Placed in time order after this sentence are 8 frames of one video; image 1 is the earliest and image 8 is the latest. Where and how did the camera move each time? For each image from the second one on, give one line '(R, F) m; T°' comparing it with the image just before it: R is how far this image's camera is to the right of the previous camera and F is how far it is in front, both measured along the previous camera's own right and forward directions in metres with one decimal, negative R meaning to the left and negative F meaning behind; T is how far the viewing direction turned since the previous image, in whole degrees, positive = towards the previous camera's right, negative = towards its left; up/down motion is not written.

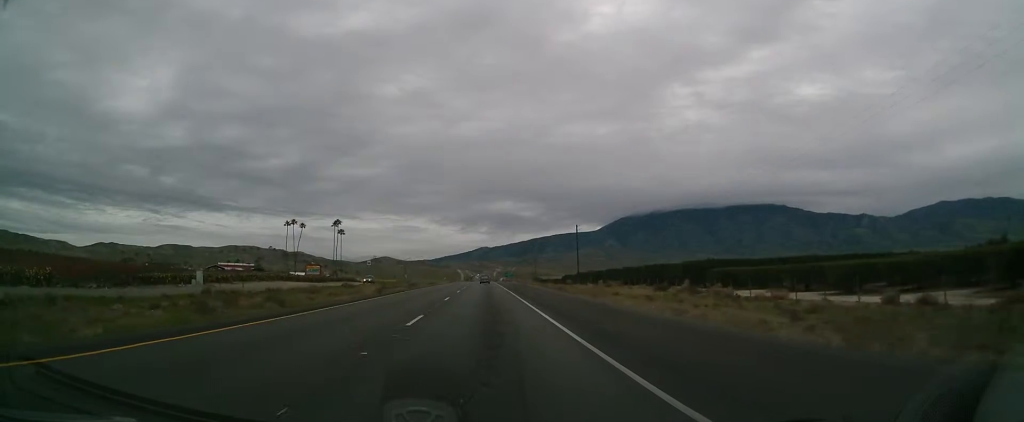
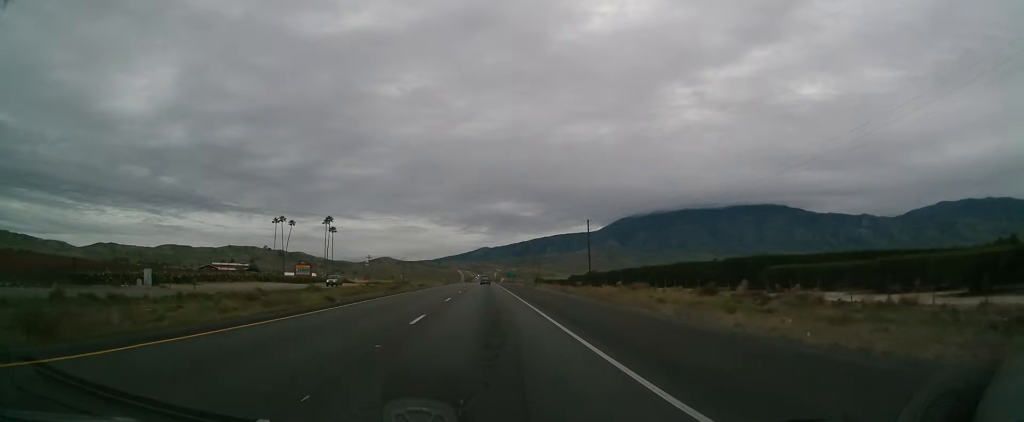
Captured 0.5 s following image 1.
(+0.1, +14.2) m; 0°
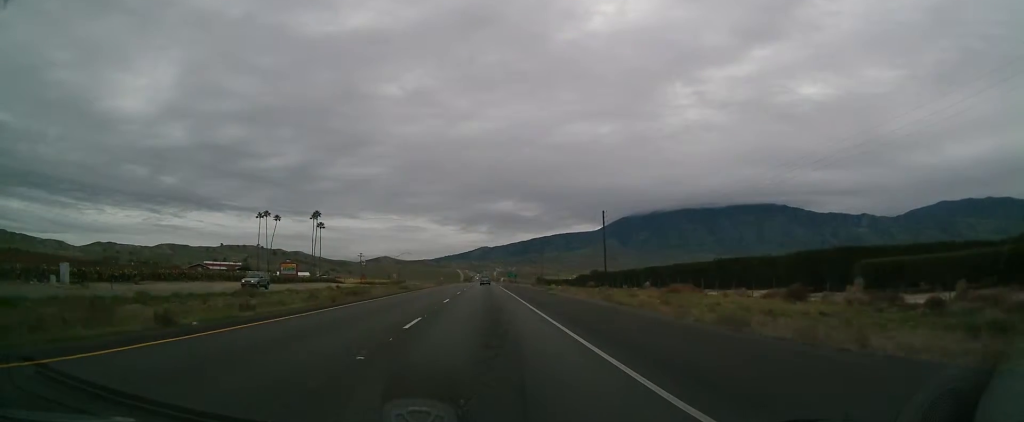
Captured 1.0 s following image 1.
(-0.3, +16.6) m; 0°
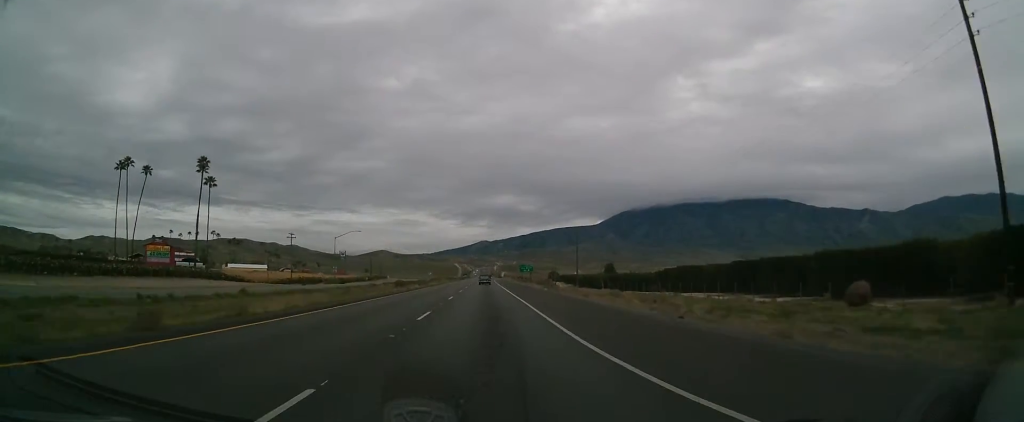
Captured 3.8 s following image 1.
(+1.3, +92.1) m; +1°
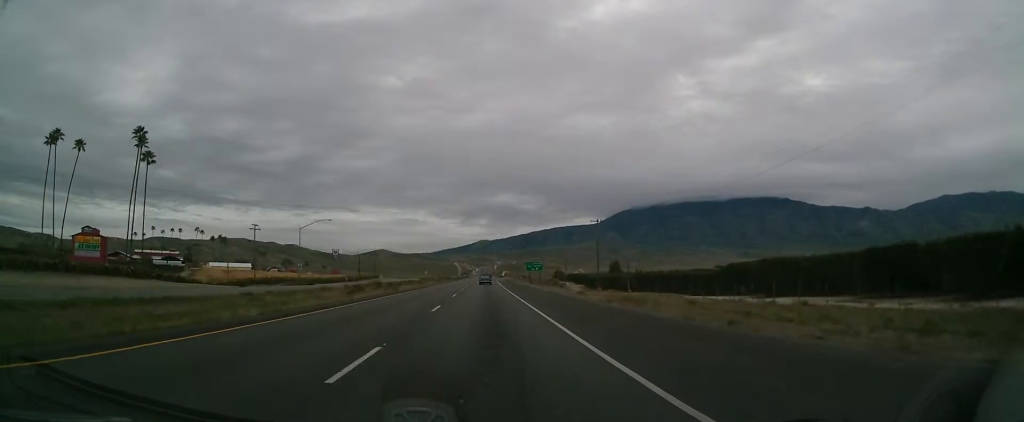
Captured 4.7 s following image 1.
(-0.1, +24.9) m; 0°
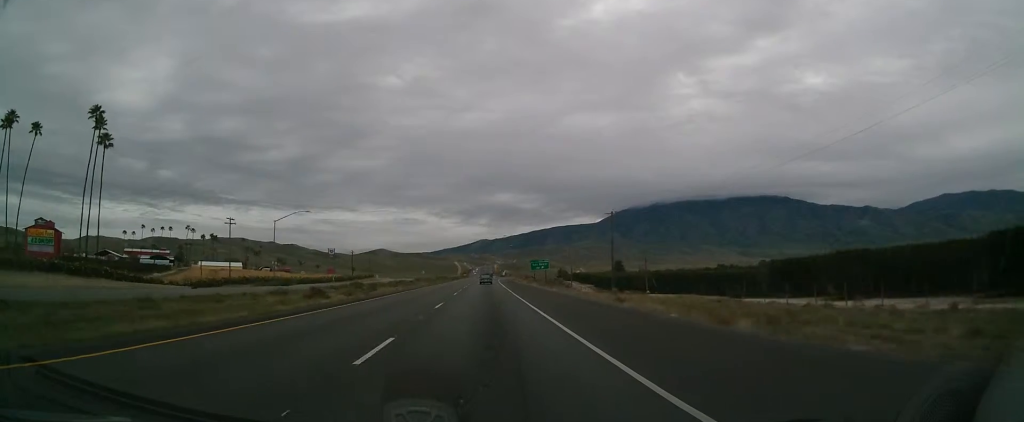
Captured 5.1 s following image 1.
(-0.1, +13.0) m; 0°
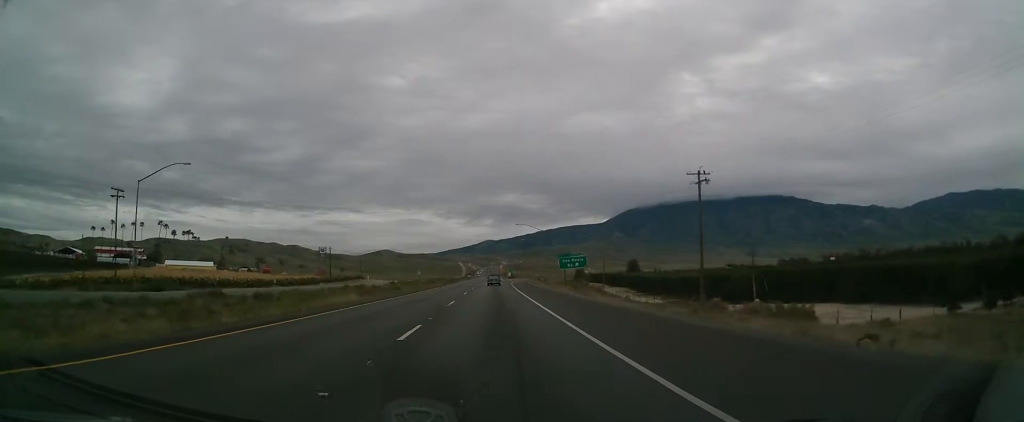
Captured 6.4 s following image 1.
(+0.1, +43.5) m; 0°
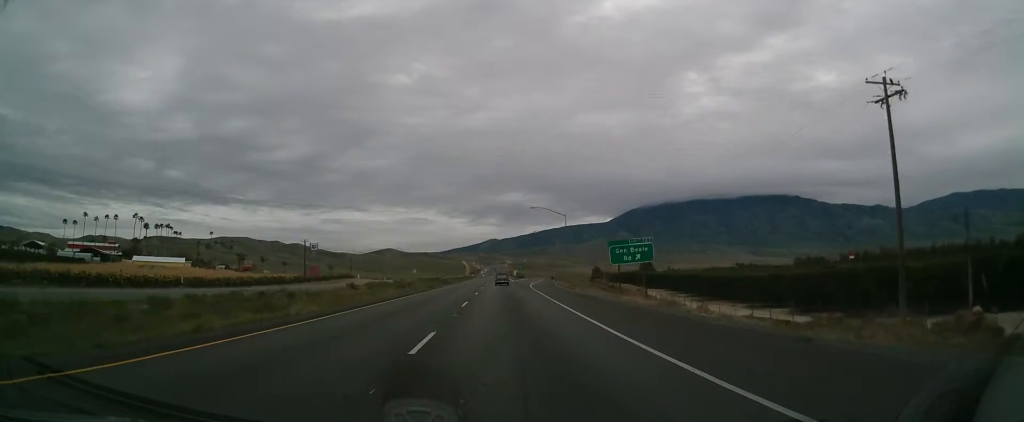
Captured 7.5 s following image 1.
(0.0, +30.9) m; 0°
